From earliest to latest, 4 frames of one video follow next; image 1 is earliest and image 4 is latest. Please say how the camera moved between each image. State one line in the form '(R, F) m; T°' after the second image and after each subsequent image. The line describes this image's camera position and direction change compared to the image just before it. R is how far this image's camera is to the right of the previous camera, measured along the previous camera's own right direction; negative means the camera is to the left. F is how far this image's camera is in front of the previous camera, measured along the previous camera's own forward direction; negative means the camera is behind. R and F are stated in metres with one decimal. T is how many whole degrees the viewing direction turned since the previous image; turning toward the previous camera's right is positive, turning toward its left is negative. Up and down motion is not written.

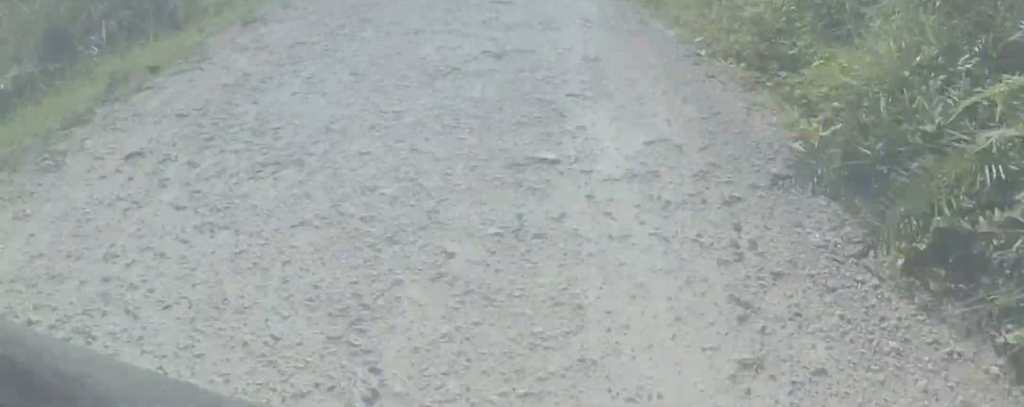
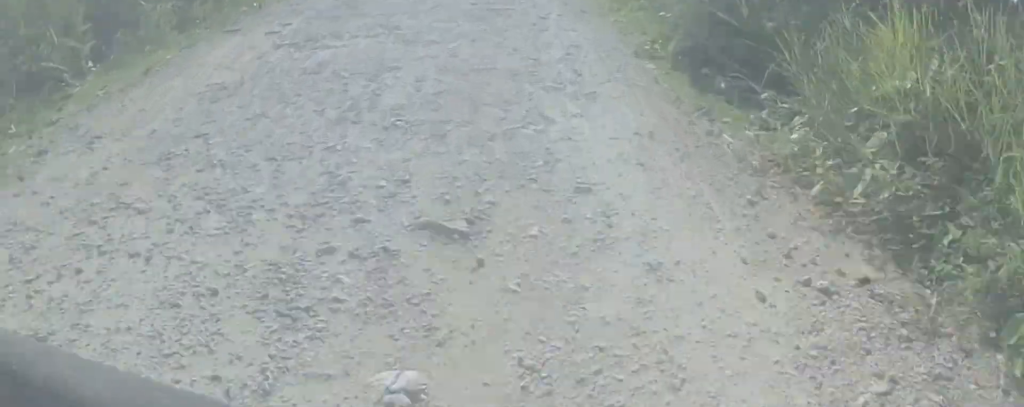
(+0.8, +3.5) m; -2°
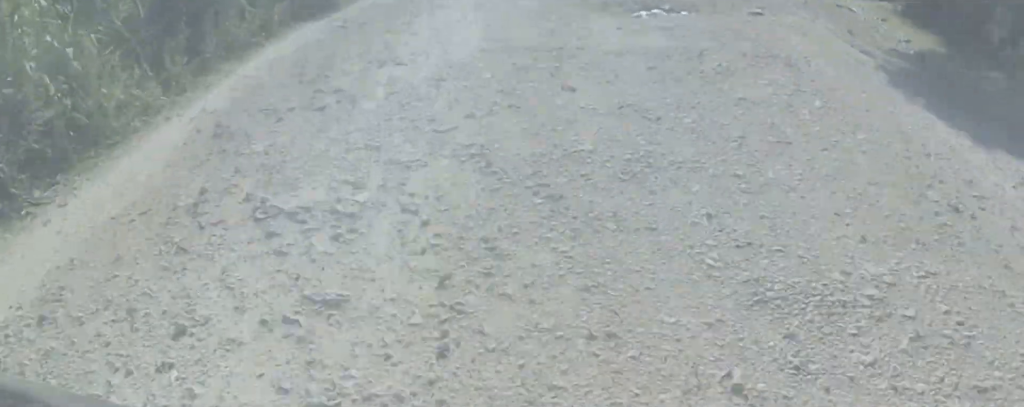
(-1.9, +18.5) m; -1°
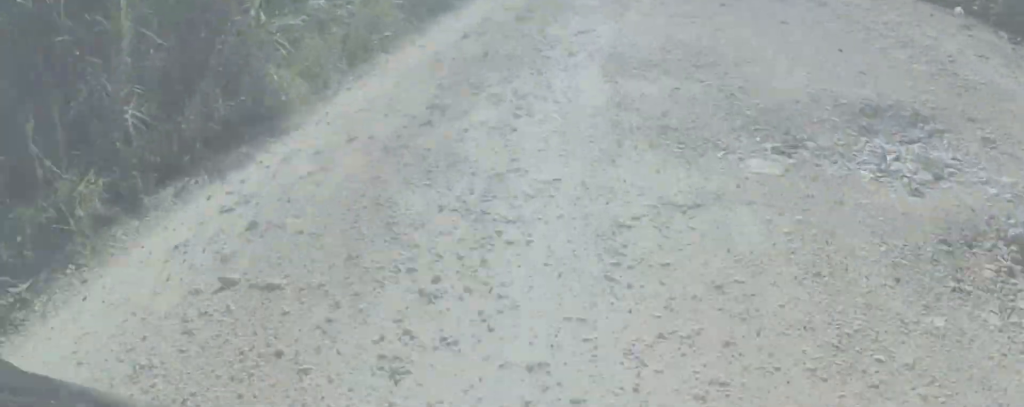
(-0.1, +3.9) m; +4°
